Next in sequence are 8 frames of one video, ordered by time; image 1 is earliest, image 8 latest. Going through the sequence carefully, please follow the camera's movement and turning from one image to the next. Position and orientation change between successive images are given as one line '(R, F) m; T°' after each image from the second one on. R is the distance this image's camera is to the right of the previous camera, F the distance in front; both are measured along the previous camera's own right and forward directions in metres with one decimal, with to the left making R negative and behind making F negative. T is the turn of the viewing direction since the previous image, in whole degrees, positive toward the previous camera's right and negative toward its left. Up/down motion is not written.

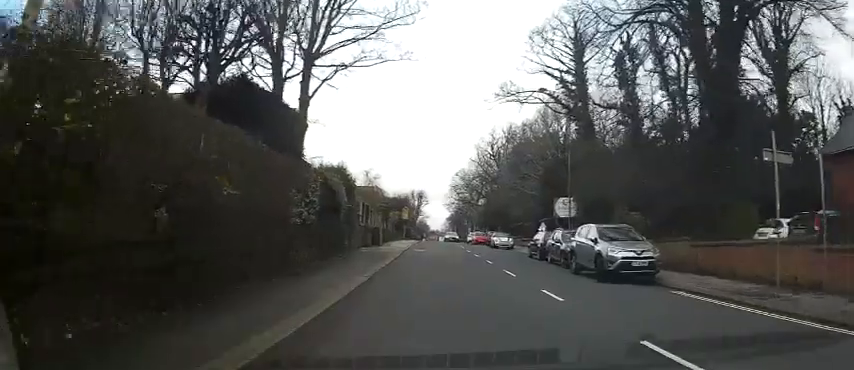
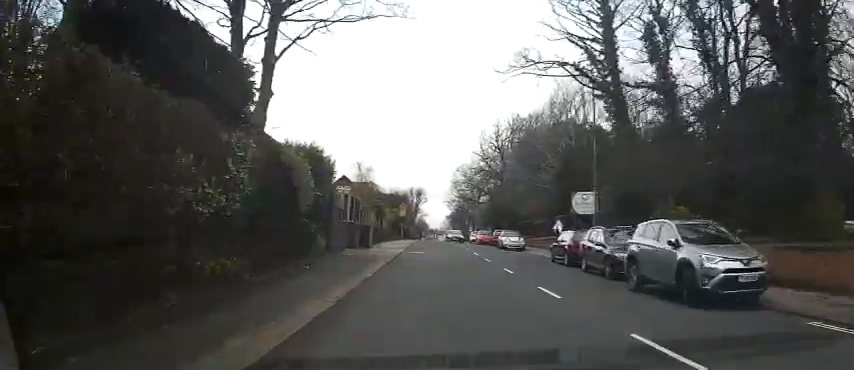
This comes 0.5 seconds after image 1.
(-0.2, +5.5) m; 0°
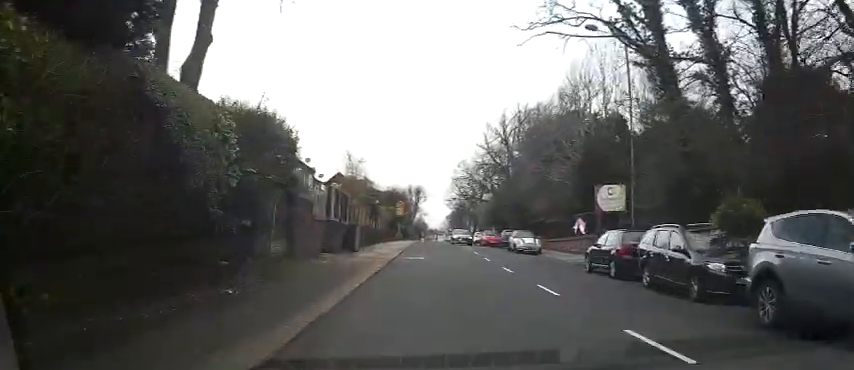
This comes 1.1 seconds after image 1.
(+0.2, +5.5) m; +1°
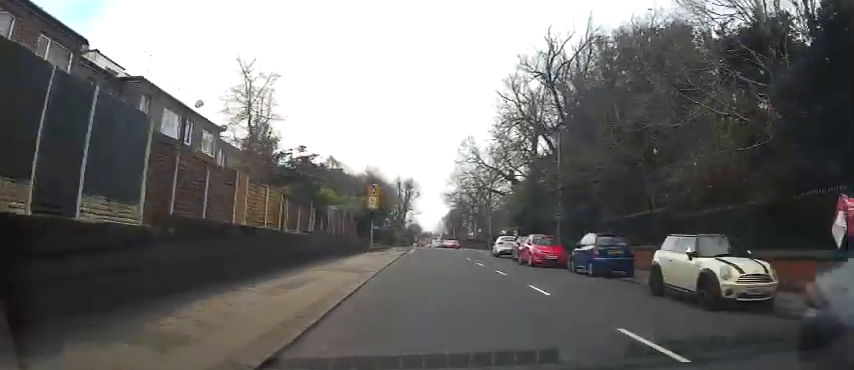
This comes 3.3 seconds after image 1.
(+0.4, +22.6) m; +1°
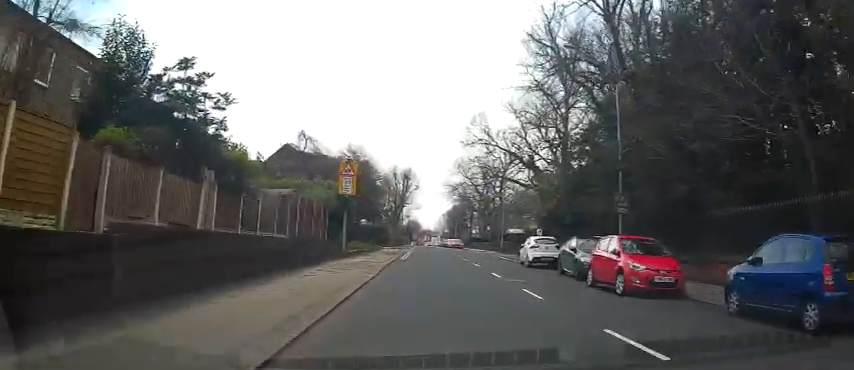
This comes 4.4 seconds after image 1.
(-0.1, +11.4) m; 0°
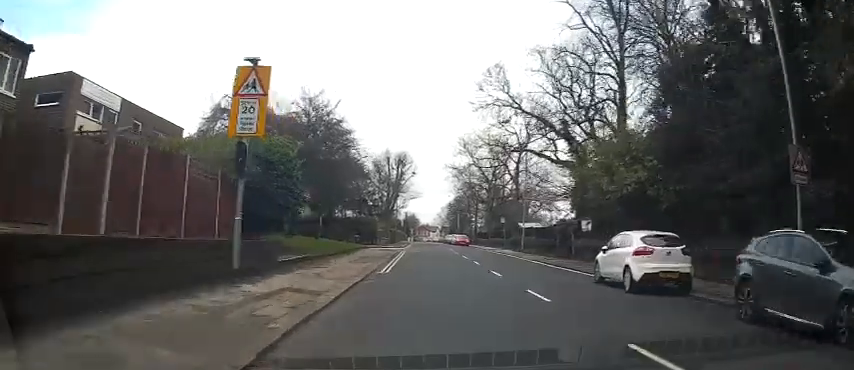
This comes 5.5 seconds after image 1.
(+0.2, +12.7) m; +1°
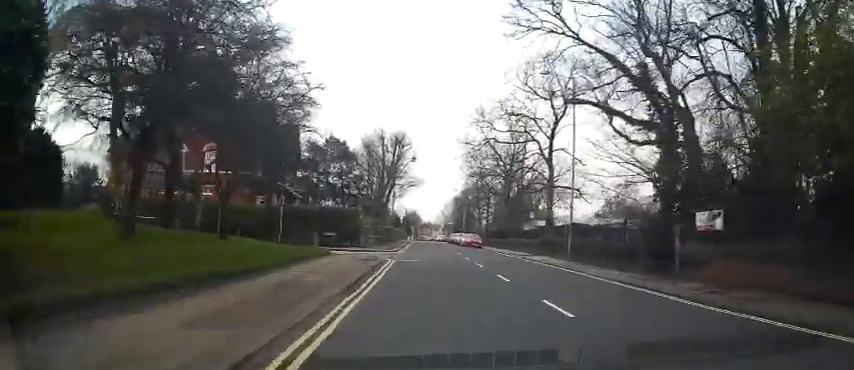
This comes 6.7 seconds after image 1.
(0.0, +13.2) m; 0°
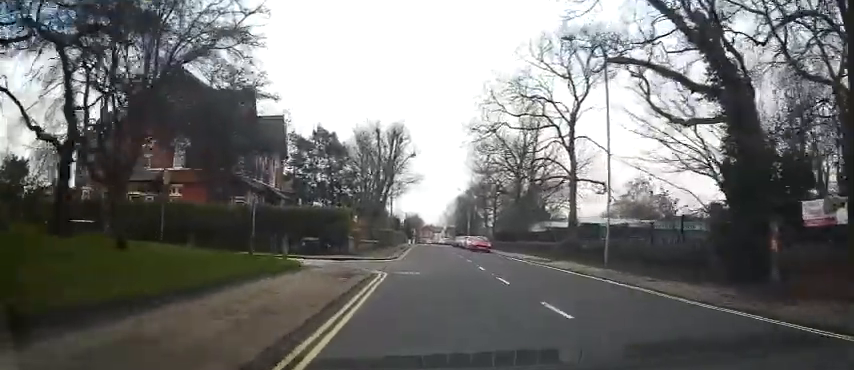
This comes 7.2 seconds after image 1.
(0.0, +5.7) m; 0°
